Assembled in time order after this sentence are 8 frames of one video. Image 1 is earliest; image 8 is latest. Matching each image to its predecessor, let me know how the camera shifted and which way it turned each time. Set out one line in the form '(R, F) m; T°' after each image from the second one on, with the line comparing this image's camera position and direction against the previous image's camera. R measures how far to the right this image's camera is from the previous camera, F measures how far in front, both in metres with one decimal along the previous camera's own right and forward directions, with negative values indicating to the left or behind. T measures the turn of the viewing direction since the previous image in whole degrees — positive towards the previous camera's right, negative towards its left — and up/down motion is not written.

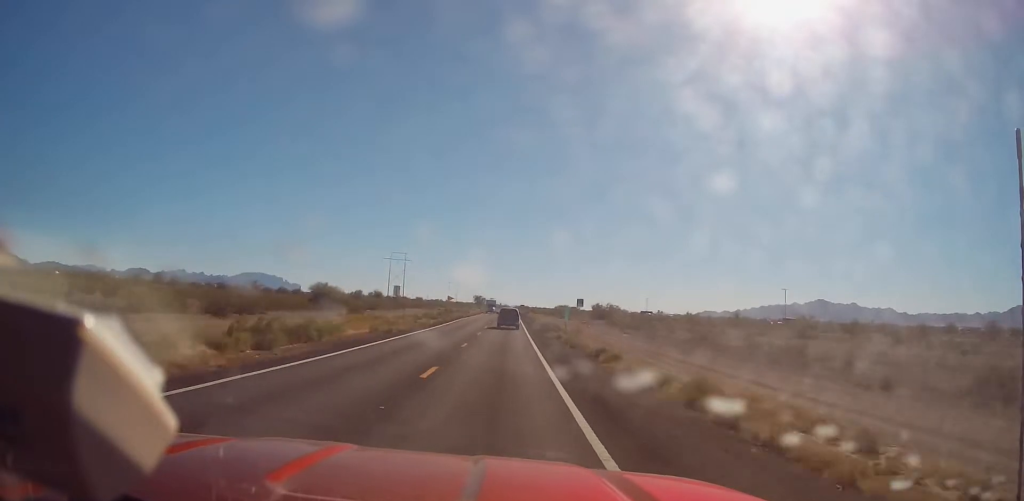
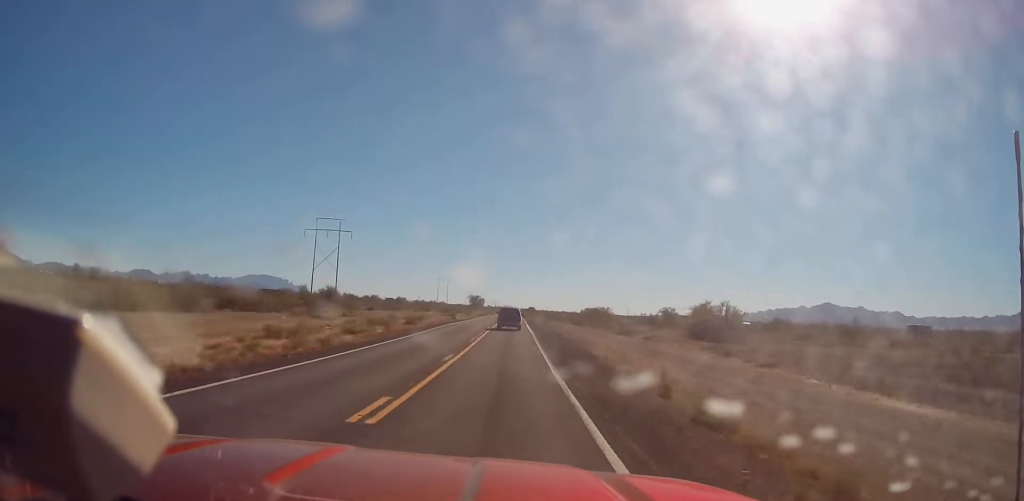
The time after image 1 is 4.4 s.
(-0.3, +92.2) m; 0°
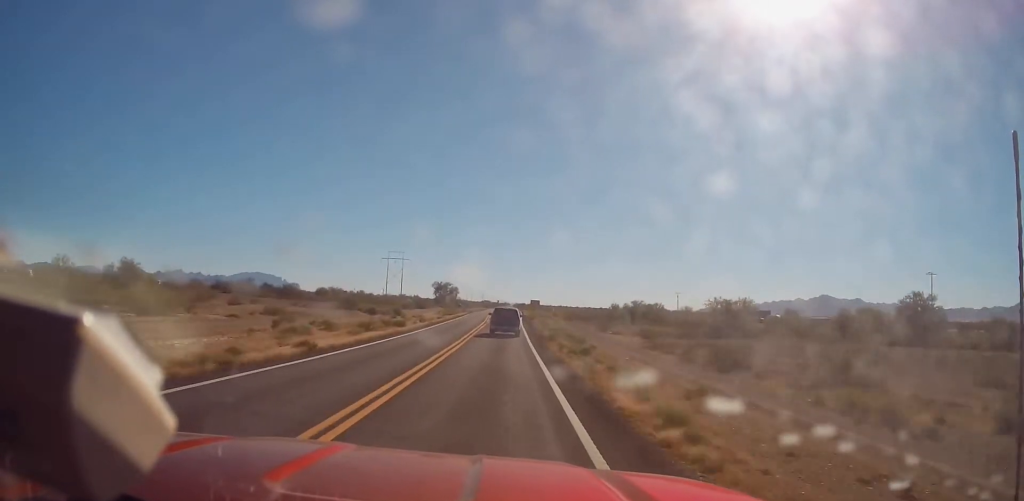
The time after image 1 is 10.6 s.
(+0.6, +126.0) m; 0°
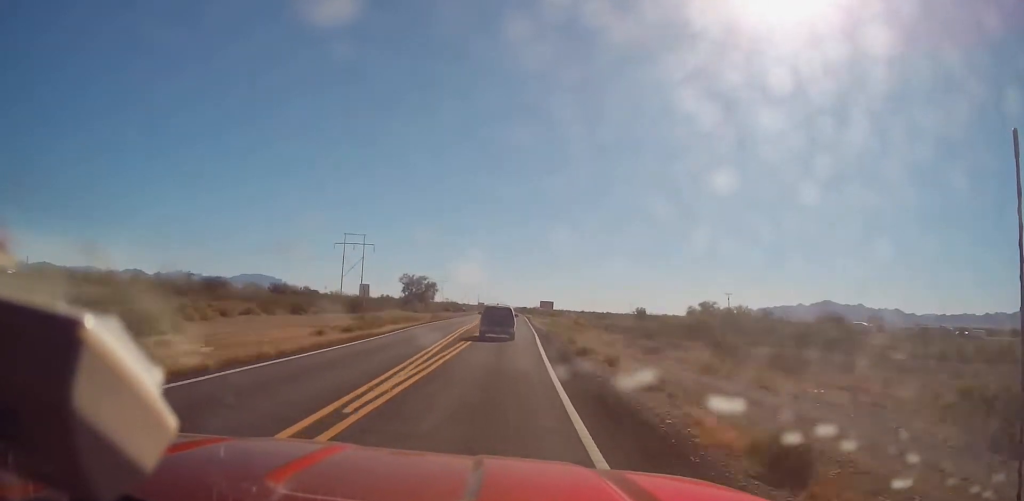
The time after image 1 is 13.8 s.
(+0.2, +57.4) m; 0°
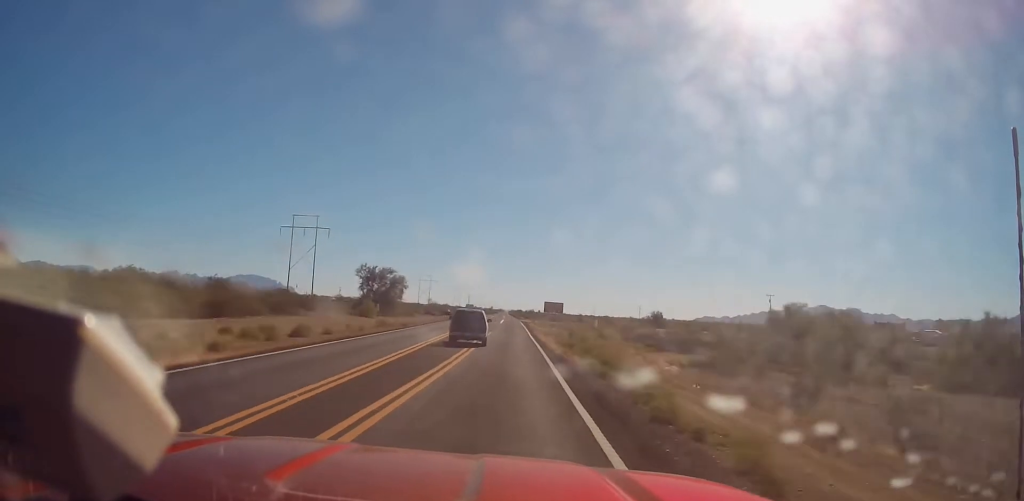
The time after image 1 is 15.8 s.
(+0.2, +34.4) m; -1°
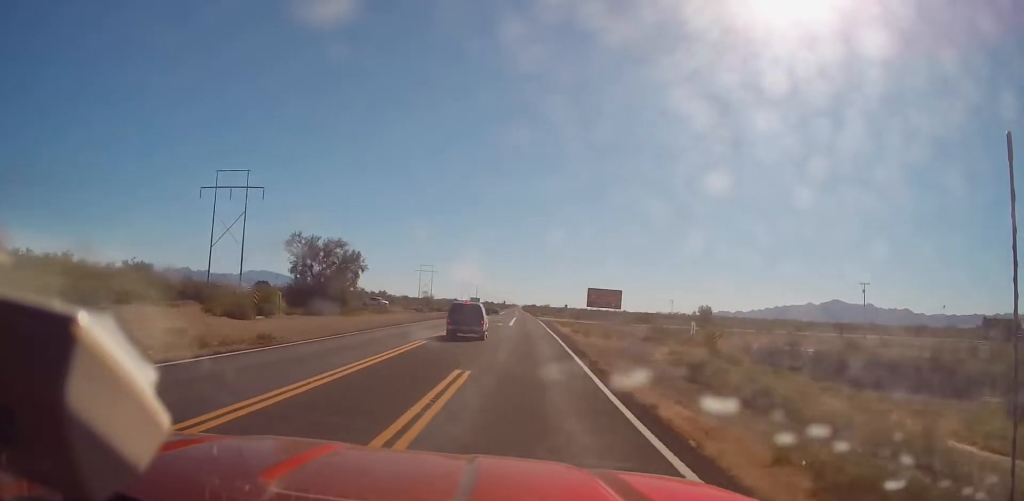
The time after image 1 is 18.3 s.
(-0.5, +37.8) m; -2°
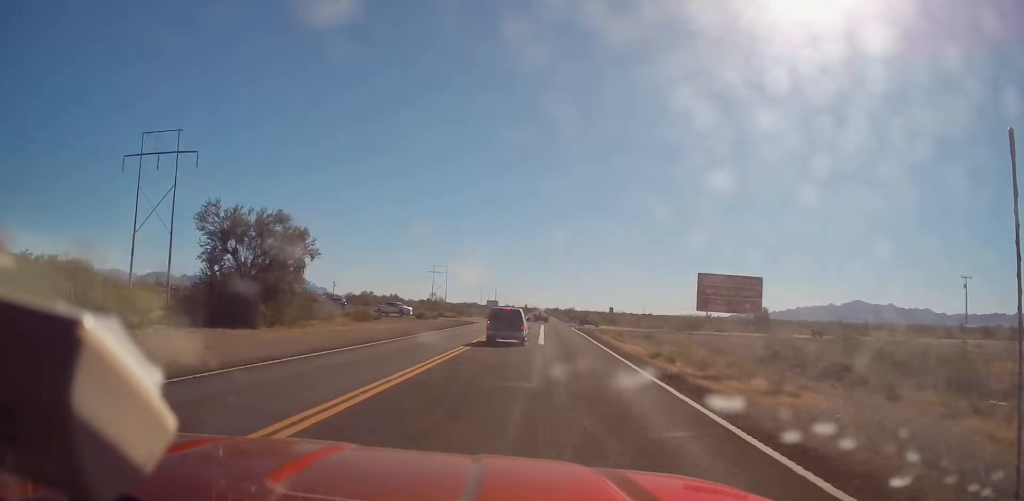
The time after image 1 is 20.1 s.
(-0.3, +22.8) m; 0°
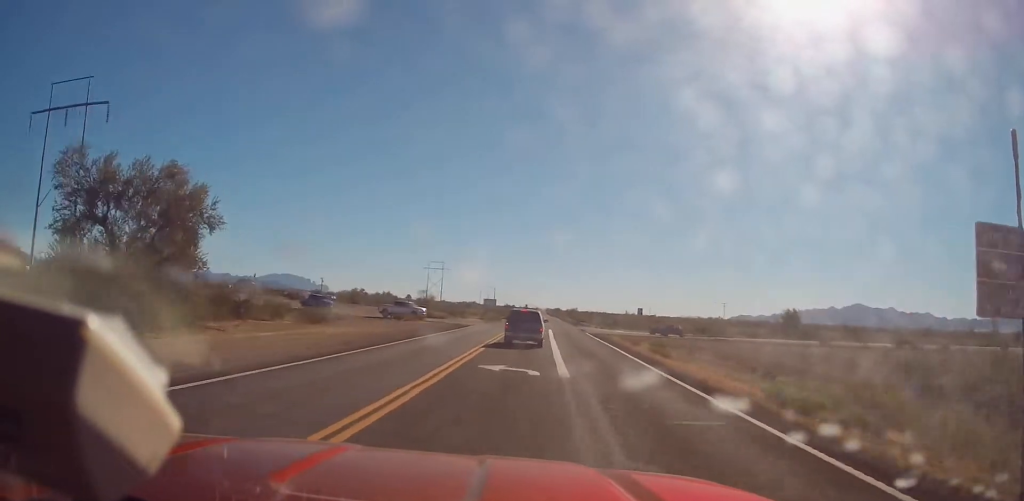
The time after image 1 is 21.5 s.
(-0.2, +16.7) m; 0°
